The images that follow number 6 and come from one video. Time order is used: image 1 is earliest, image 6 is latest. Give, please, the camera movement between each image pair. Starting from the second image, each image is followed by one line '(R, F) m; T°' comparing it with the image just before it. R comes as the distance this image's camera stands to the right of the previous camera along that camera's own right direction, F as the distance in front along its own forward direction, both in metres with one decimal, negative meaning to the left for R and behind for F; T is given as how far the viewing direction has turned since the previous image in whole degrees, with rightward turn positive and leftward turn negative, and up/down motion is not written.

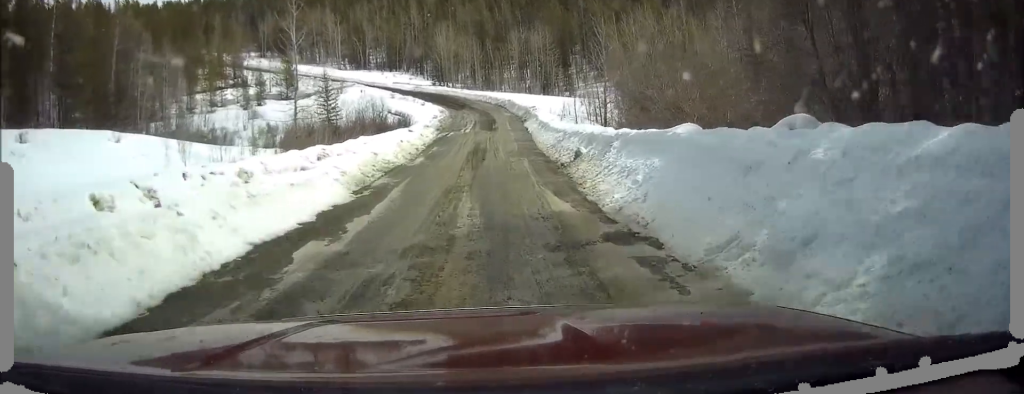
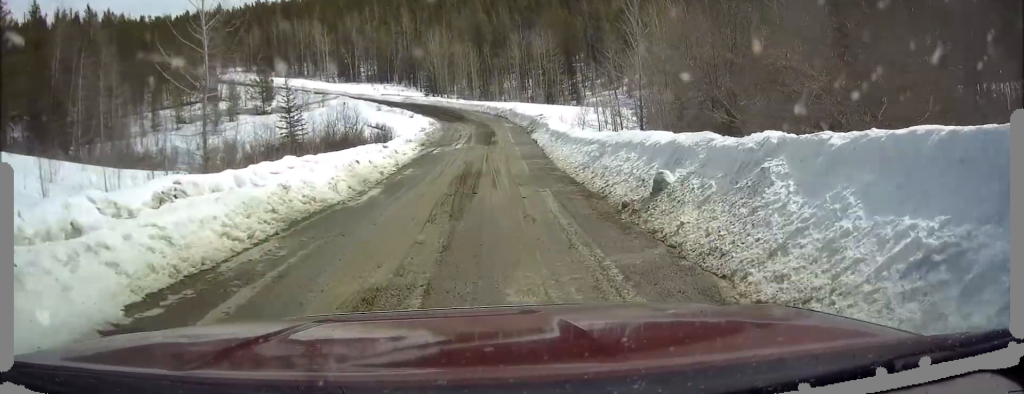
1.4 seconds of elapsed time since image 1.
(-0.3, +11.2) m; 0°
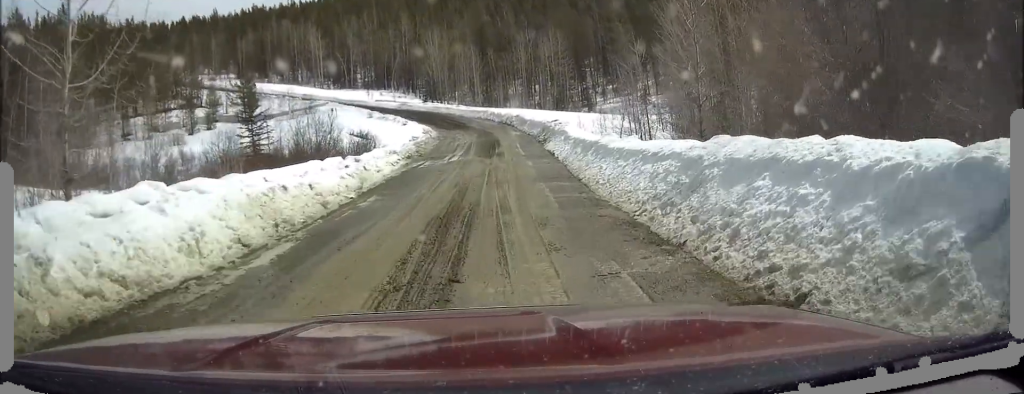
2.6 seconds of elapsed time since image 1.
(+0.3, +9.2) m; +2°
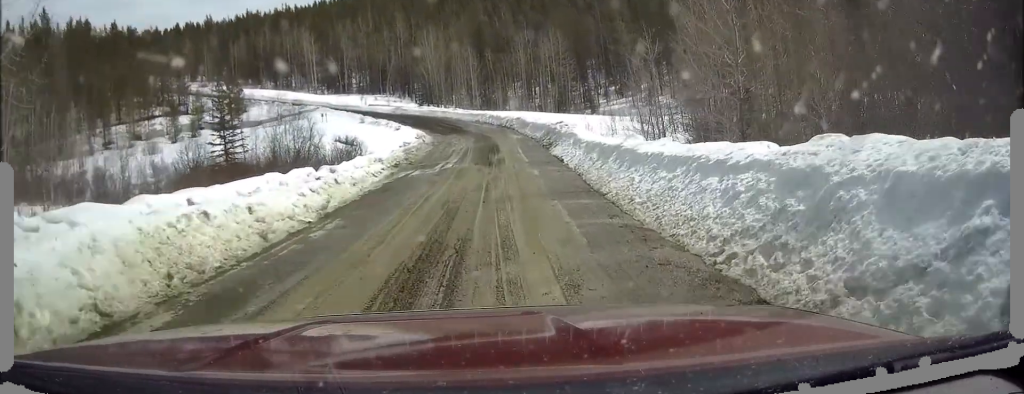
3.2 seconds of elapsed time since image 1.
(0.0, +4.7) m; +2°
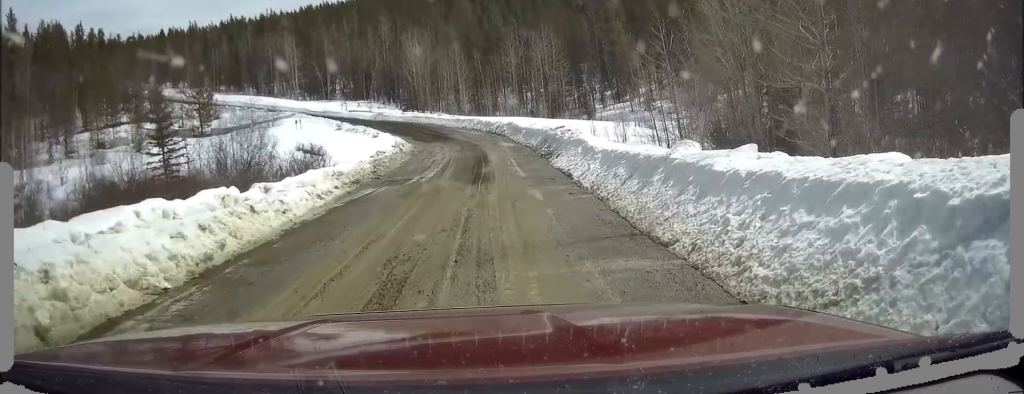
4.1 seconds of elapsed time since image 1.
(+0.2, +6.9) m; +2°
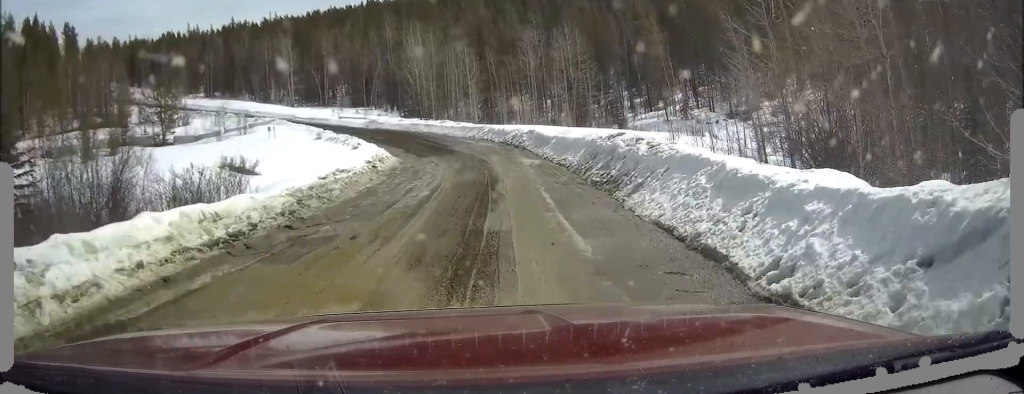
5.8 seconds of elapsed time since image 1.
(+0.3, +13.5) m; +3°
